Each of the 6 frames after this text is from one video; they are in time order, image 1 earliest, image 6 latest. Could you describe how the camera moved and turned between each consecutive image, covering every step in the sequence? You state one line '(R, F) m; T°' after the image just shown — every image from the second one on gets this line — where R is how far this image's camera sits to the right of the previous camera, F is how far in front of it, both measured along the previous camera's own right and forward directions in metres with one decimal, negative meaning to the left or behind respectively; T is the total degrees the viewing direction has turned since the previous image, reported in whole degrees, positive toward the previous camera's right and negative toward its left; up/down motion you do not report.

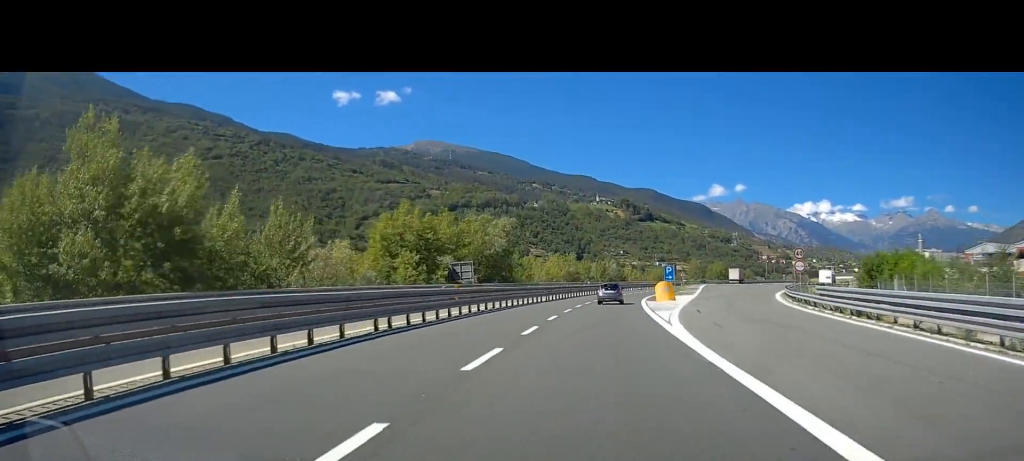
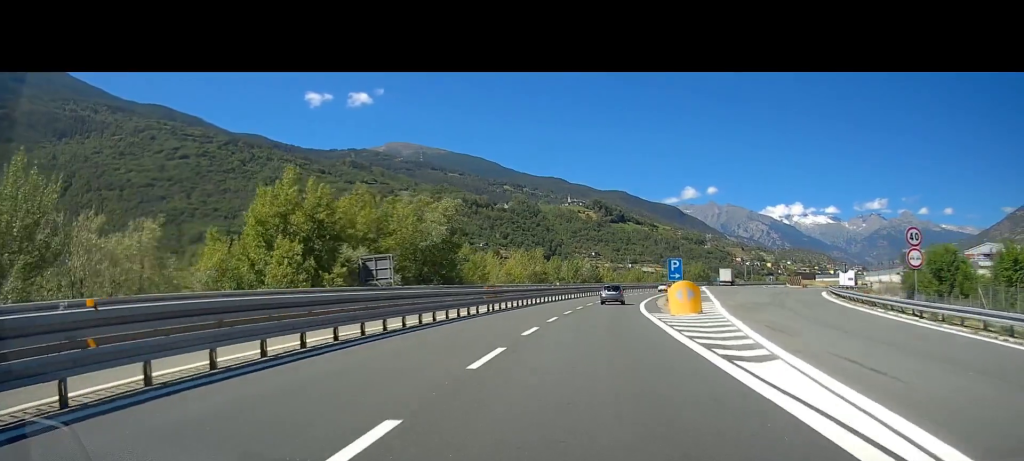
(+0.3, +21.0) m; +2°
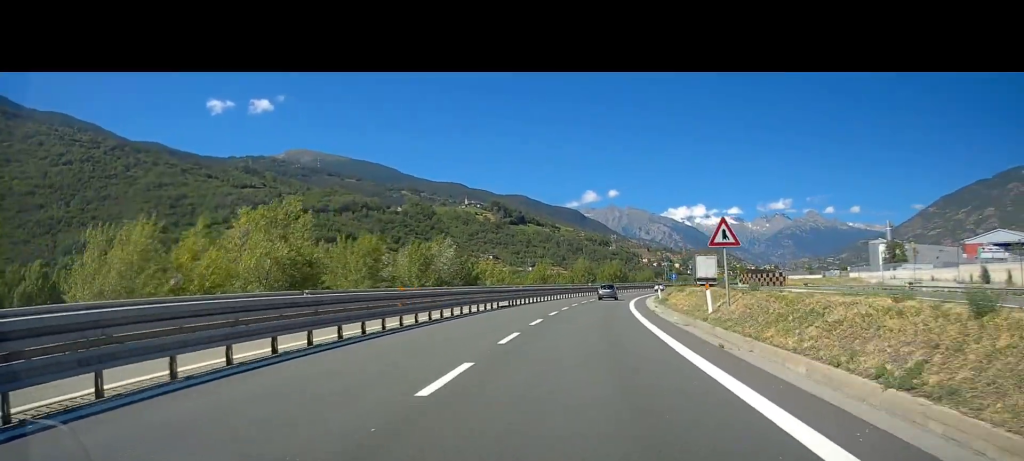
(+5.2, +66.1) m; +8°
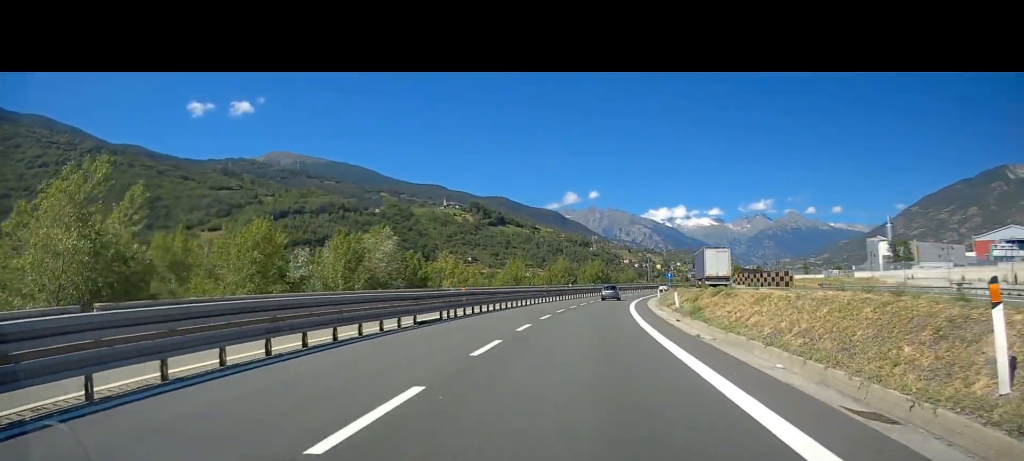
(+0.3, +16.9) m; +2°
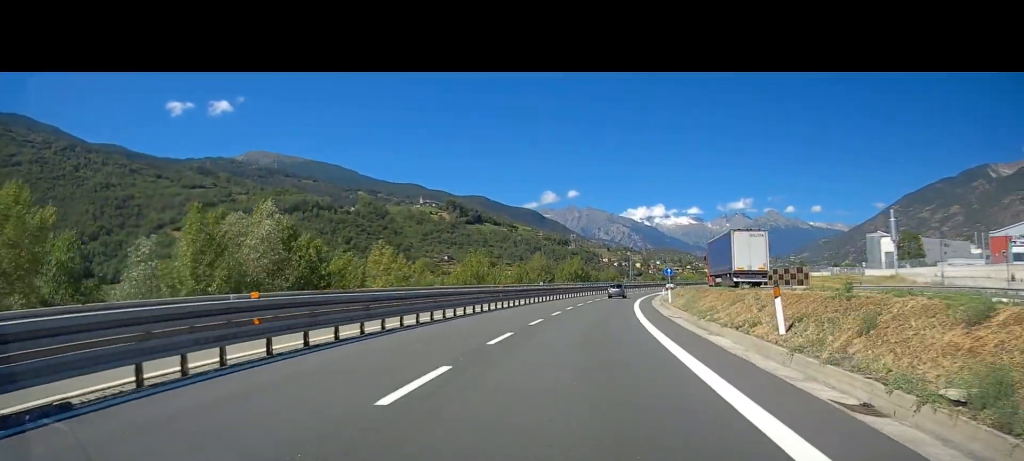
(+0.3, +19.5) m; +2°
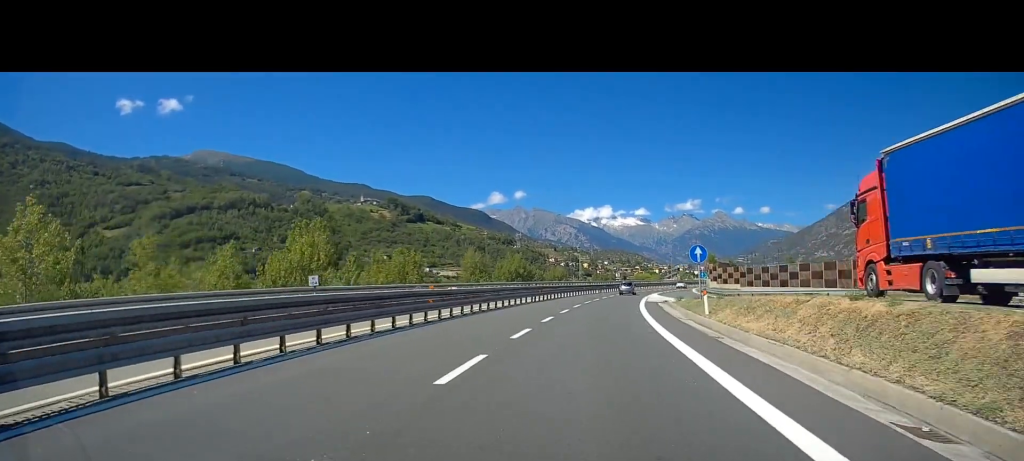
(+1.8, +41.5) m; +5°
